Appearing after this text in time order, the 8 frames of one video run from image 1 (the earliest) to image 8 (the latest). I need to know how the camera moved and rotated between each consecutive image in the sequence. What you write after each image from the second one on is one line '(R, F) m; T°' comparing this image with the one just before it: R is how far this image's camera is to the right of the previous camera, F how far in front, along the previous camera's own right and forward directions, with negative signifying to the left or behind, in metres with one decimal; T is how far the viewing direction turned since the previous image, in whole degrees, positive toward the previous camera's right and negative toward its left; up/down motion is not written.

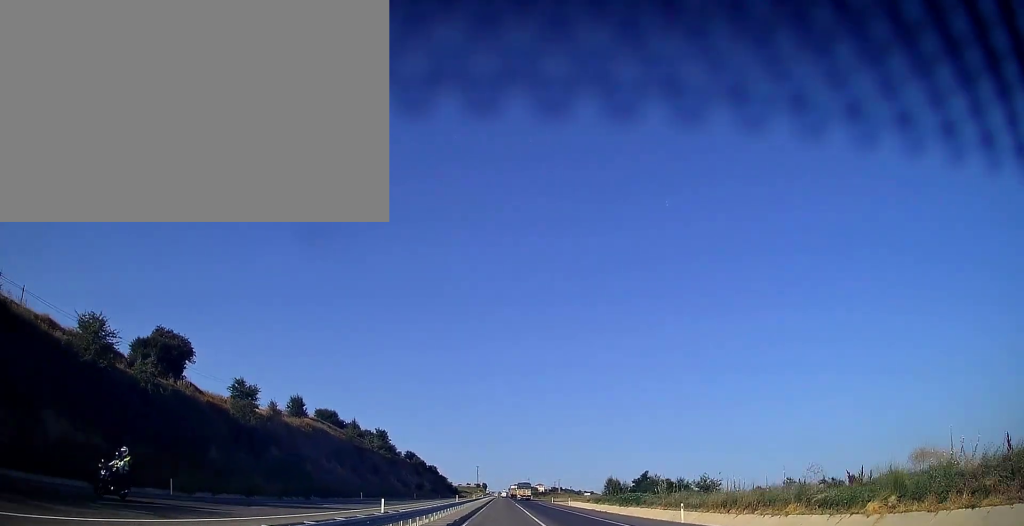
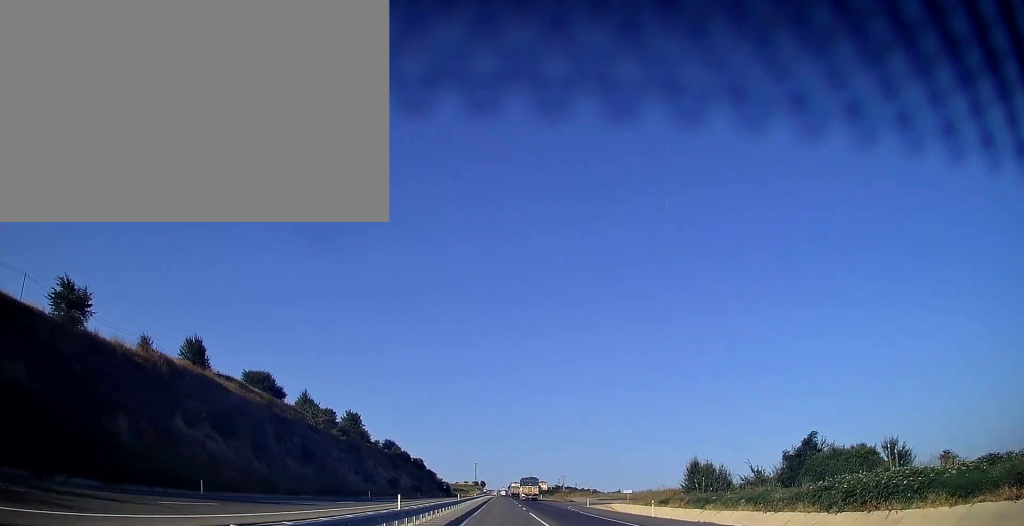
(0.0, +42.1) m; 0°
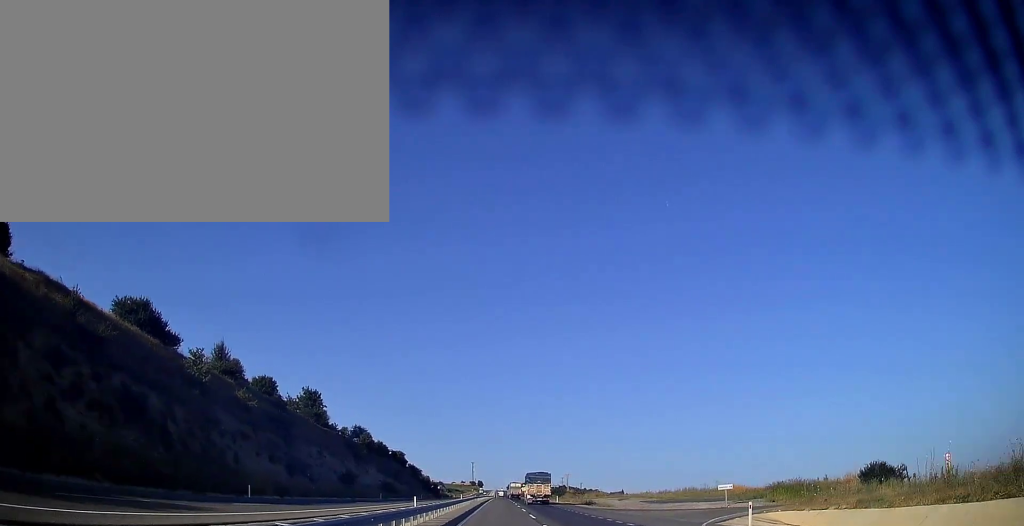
(0.0, +41.2) m; 0°
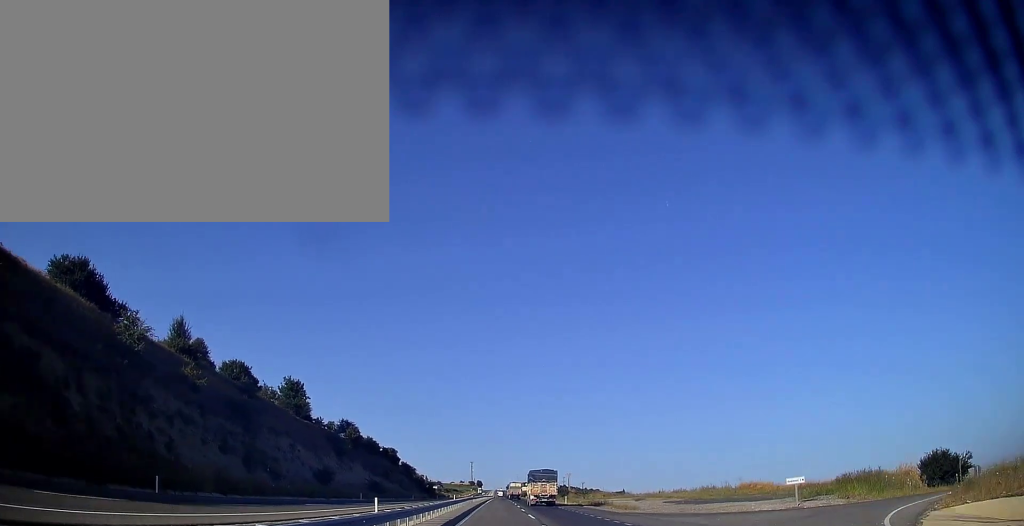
(0.0, +12.7) m; 0°
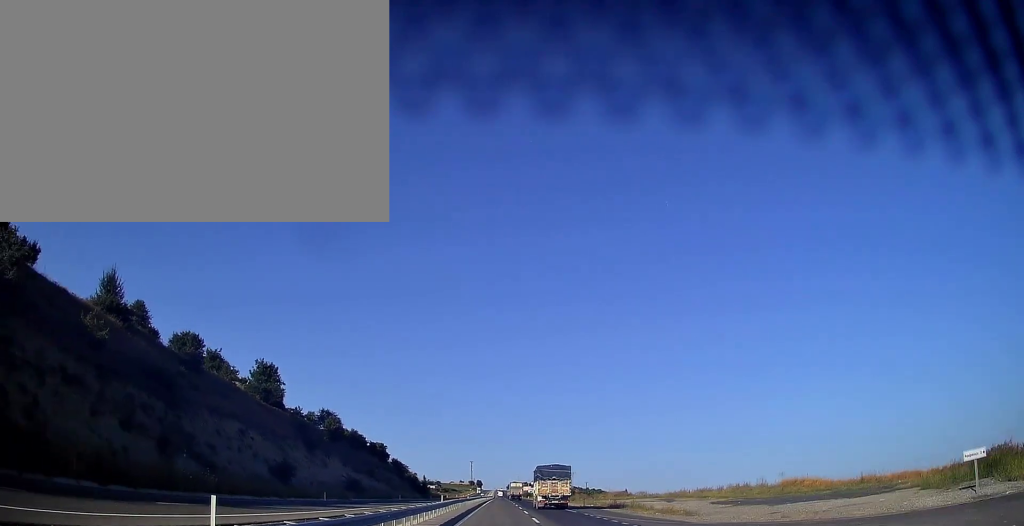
(0.0, +15.7) m; 0°
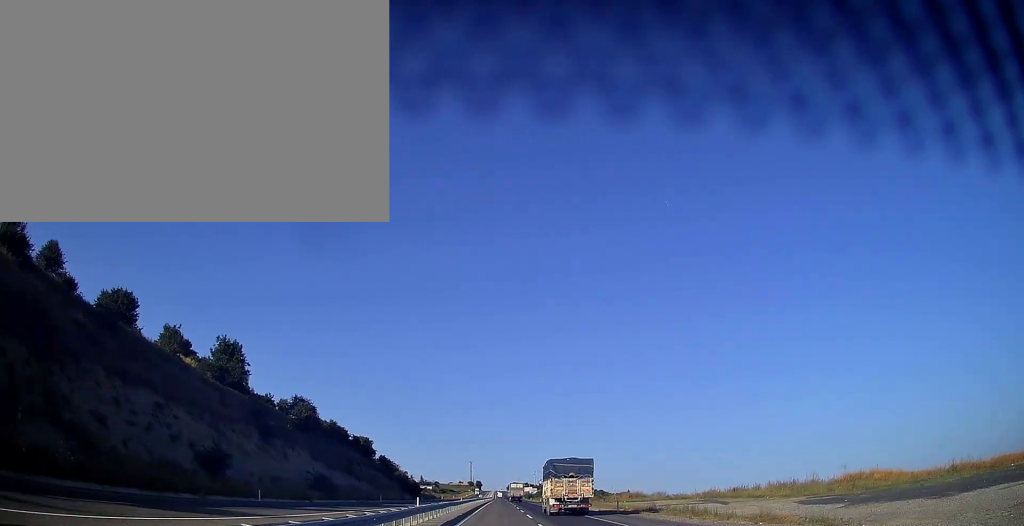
(0.0, +18.6) m; 0°
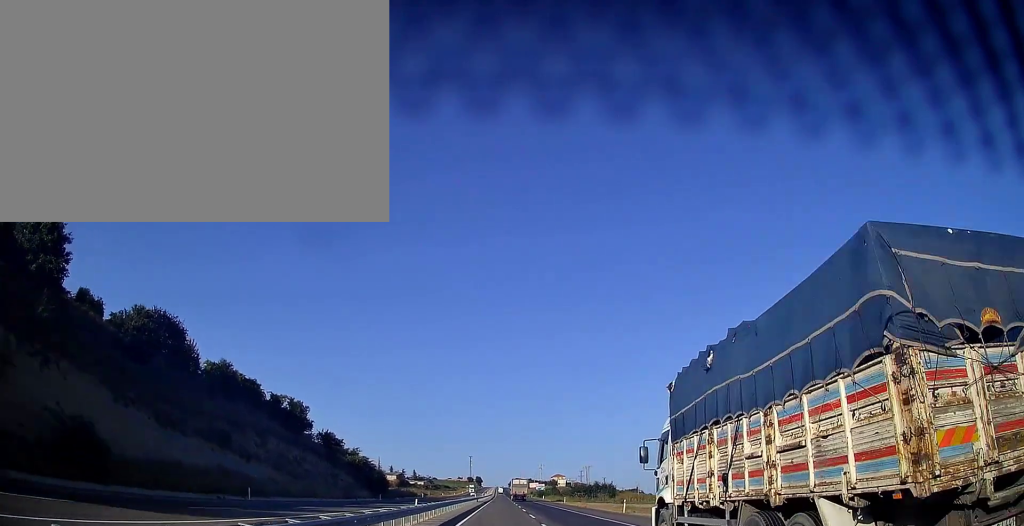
(-0.2, +49.9) m; -1°
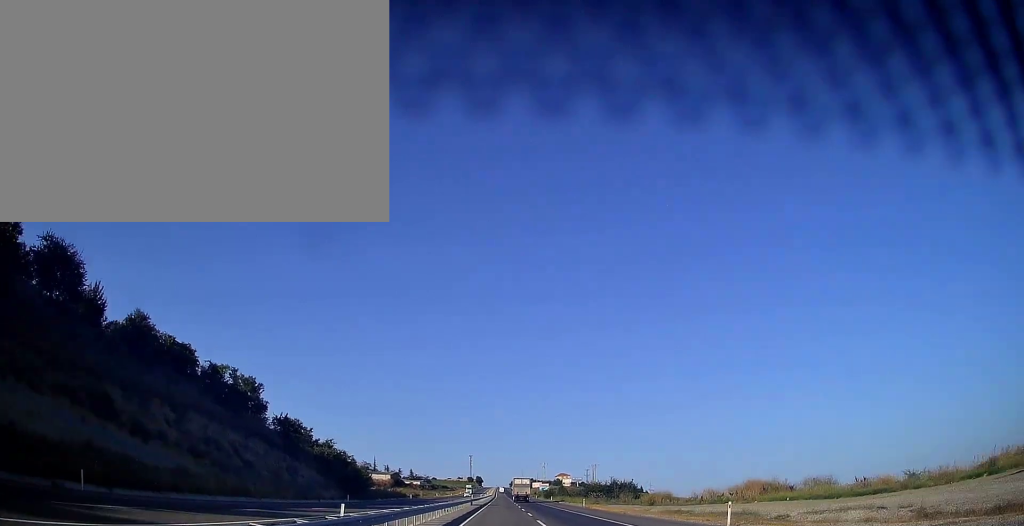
(-0.2, +19.6) m; 0°
